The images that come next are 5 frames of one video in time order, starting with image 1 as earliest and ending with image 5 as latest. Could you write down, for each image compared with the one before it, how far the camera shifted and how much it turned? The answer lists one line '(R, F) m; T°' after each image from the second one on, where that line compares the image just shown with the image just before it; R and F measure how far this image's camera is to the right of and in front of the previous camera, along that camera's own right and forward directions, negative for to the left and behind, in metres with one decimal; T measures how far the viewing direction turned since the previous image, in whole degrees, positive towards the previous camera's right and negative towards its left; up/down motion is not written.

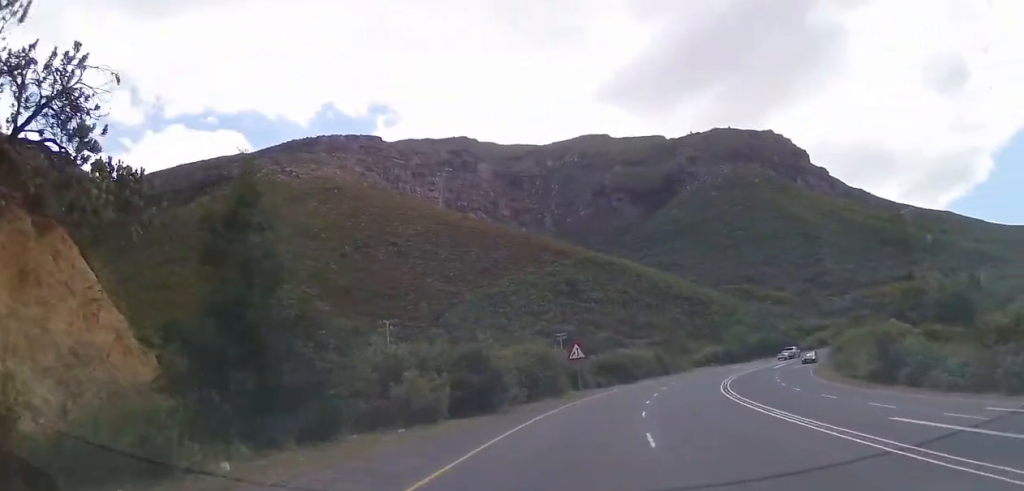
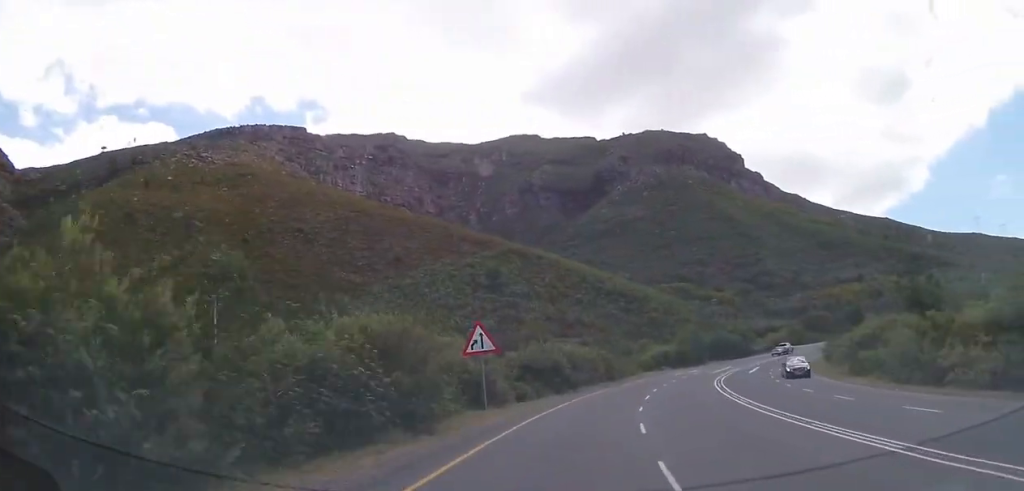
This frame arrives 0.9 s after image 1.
(+0.6, +16.6) m; +6°
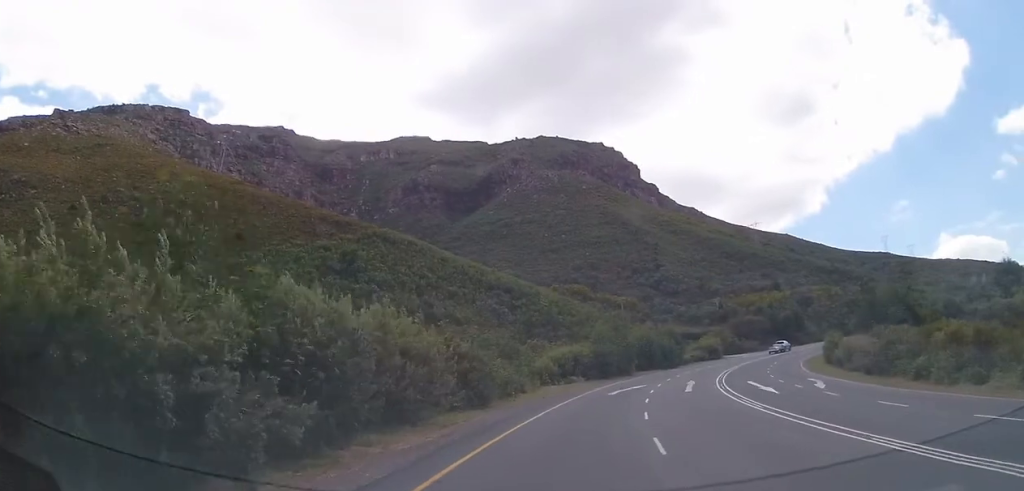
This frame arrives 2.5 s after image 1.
(+2.8, +28.0) m; +10°
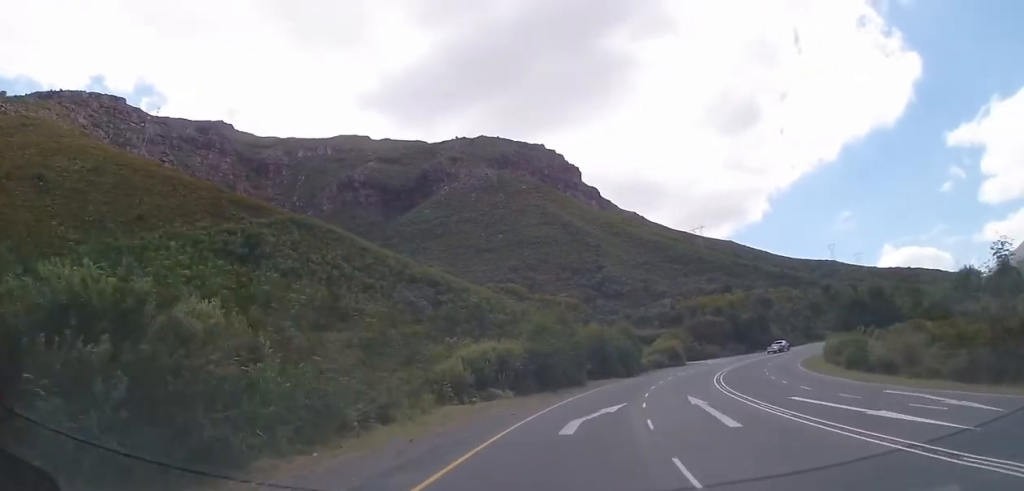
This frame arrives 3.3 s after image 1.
(+0.4, +15.2) m; +5°
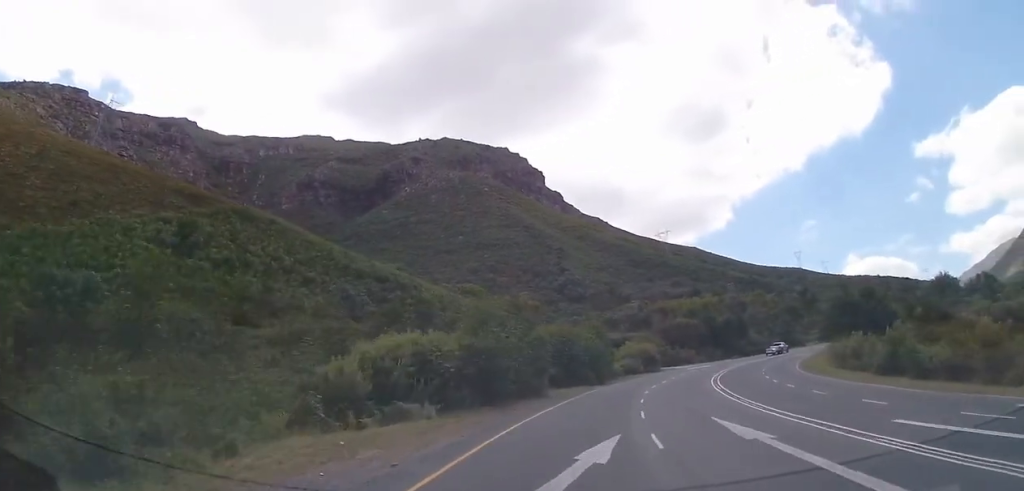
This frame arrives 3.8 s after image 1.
(+0.5, +9.1) m; +4°
